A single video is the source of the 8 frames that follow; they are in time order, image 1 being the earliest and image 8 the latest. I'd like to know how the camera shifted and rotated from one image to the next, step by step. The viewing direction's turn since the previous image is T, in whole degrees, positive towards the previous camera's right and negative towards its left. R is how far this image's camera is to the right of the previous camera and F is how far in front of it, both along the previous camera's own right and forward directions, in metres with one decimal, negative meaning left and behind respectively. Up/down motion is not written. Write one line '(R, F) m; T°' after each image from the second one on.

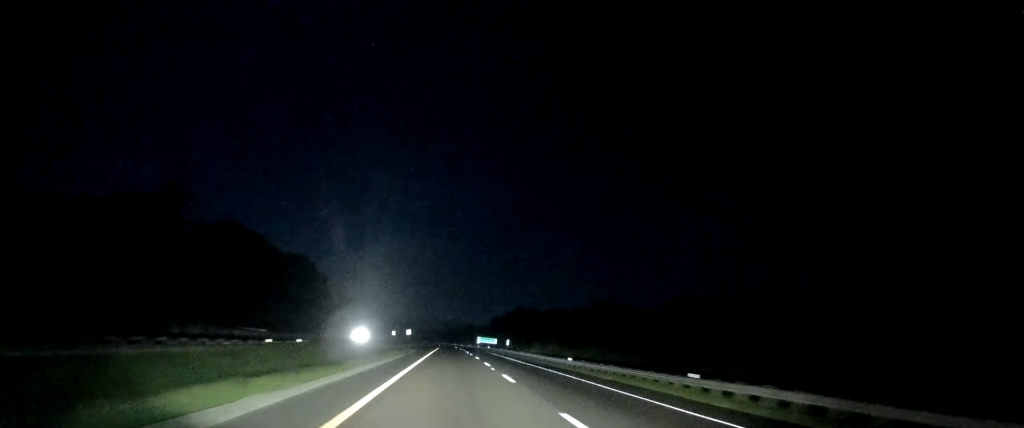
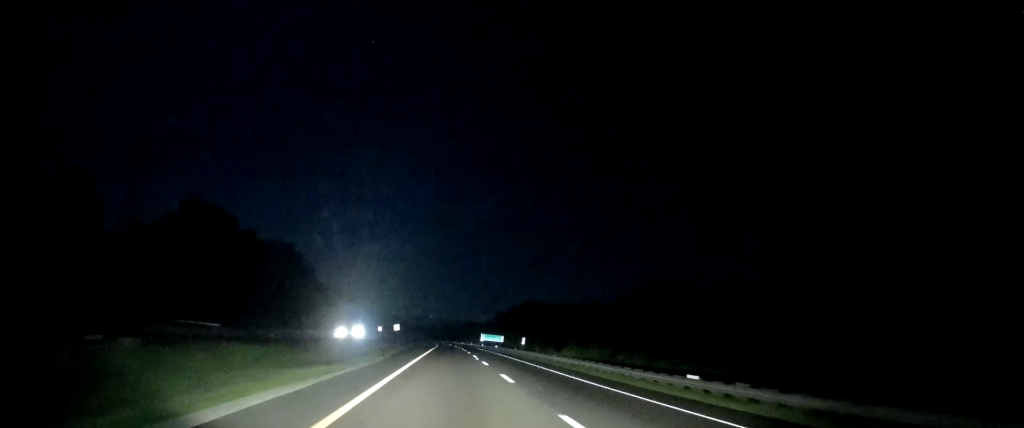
(-0.2, +25.3) m; 0°
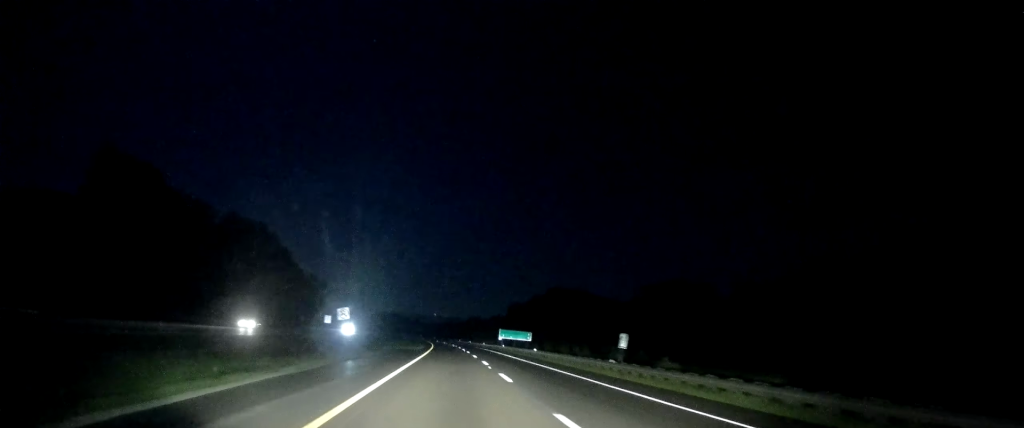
(-0.2, +49.1) m; 0°
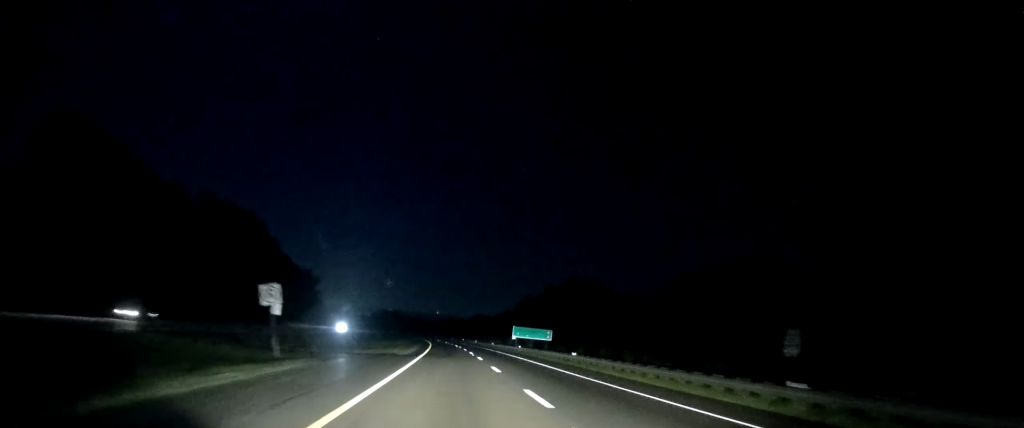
(0.0, +20.5) m; 0°
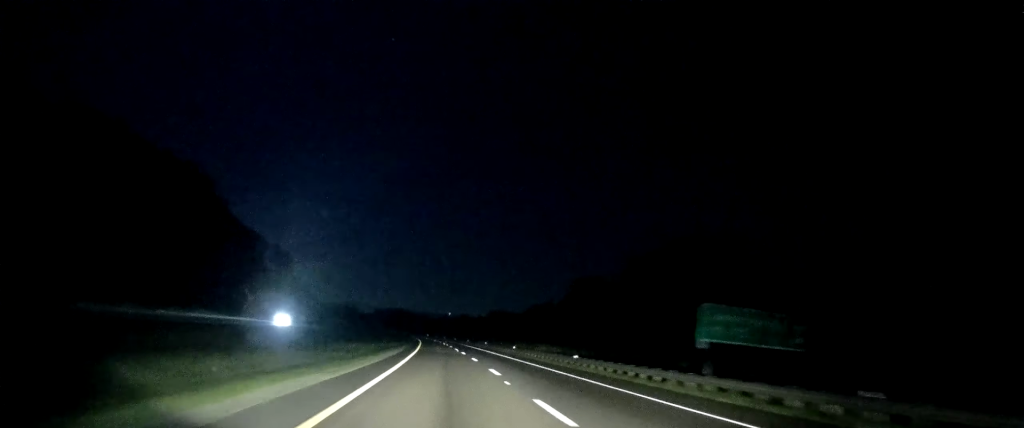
(-0.7, +63.8) m; -1°
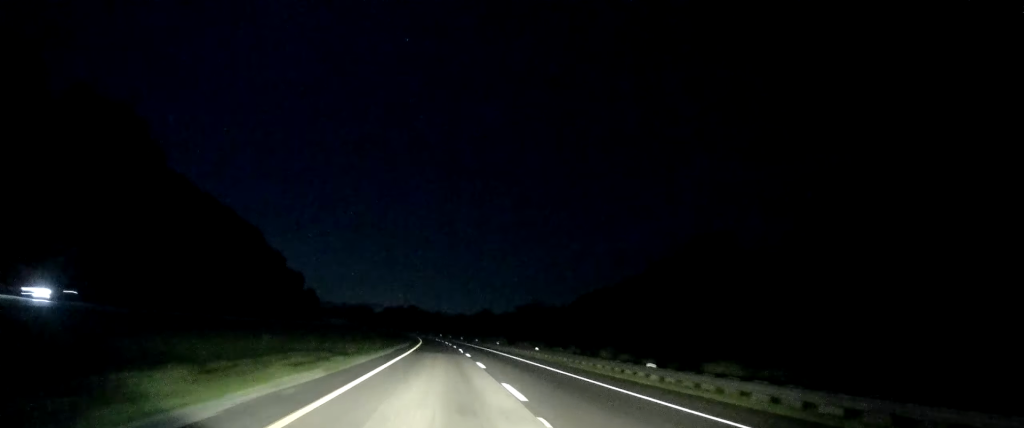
(+0.1, +45.9) m; -1°
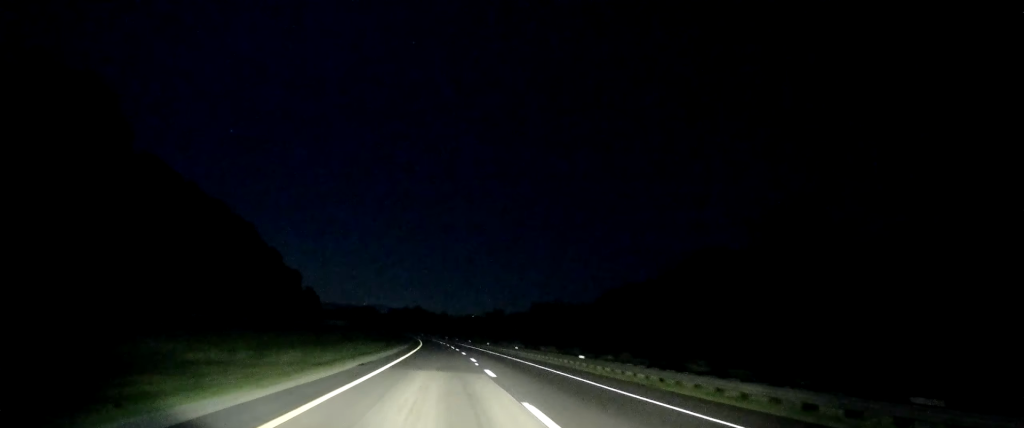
(-0.1, +17.1) m; -1°
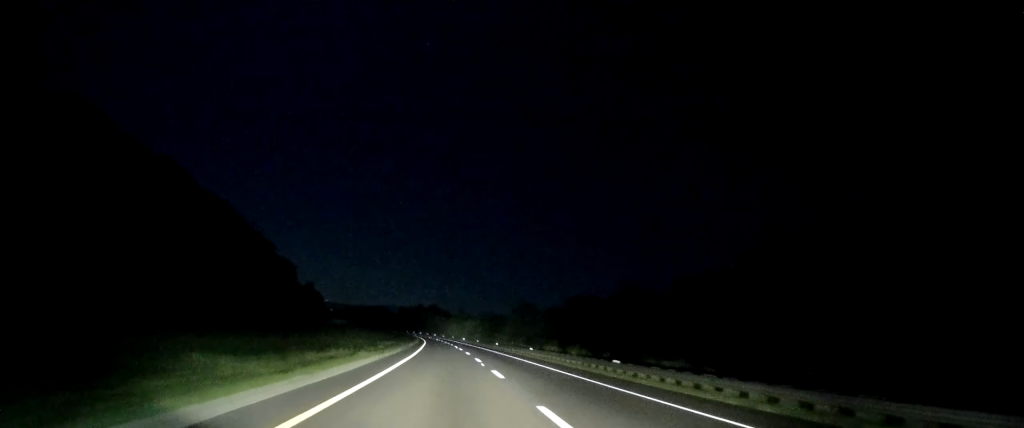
(-0.9, +37.3) m; -2°
